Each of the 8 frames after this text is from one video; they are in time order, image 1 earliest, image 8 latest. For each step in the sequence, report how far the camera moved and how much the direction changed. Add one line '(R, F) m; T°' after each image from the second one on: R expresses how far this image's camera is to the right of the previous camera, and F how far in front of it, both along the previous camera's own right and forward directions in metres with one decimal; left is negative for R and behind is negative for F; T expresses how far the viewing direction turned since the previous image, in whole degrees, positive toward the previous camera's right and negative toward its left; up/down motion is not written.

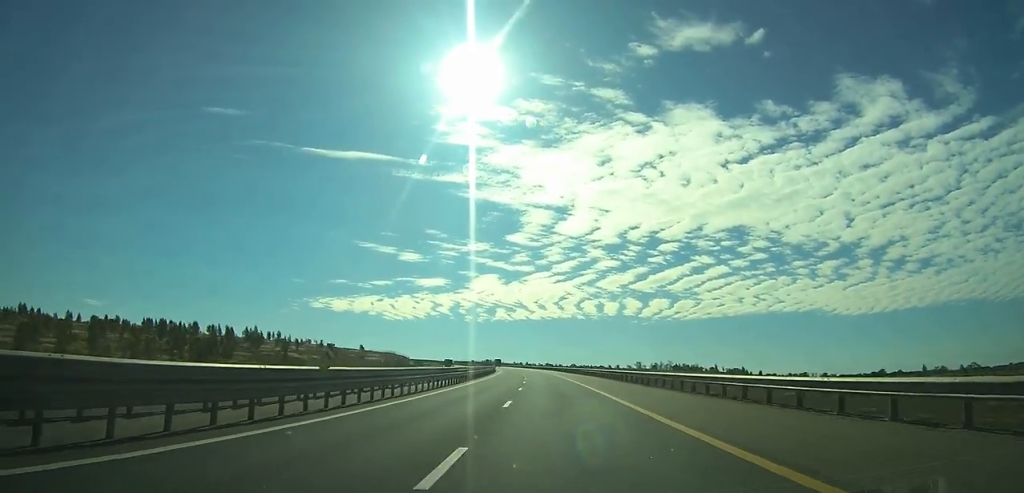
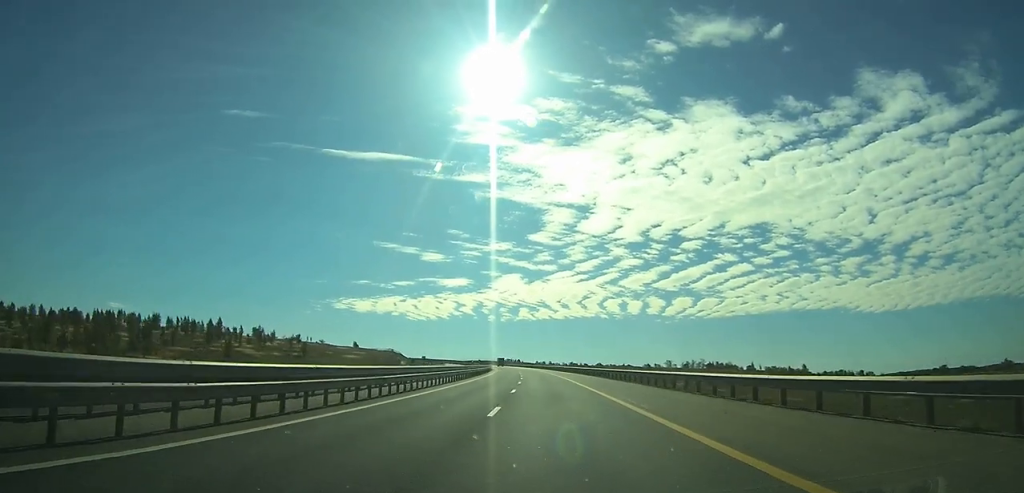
(-3.5, +61.6) m; -3°
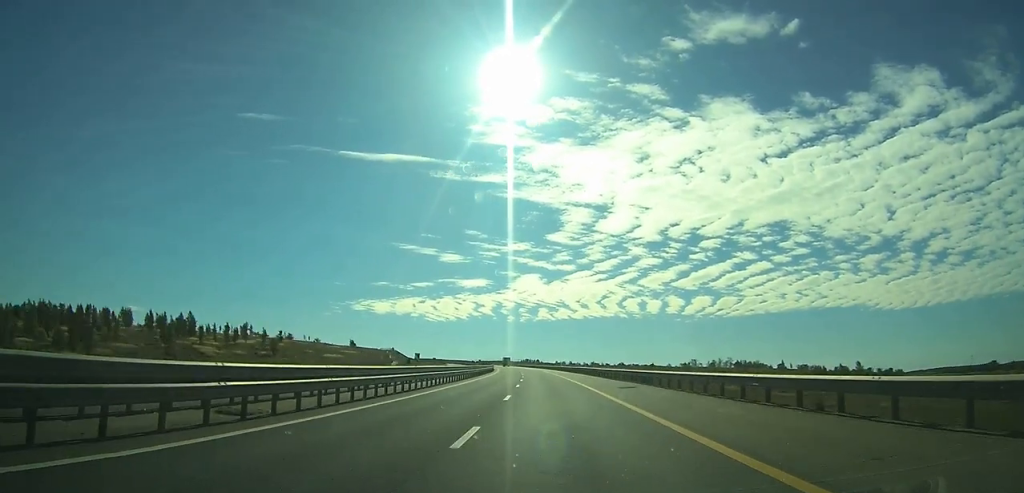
(-0.1, +40.0) m; 0°
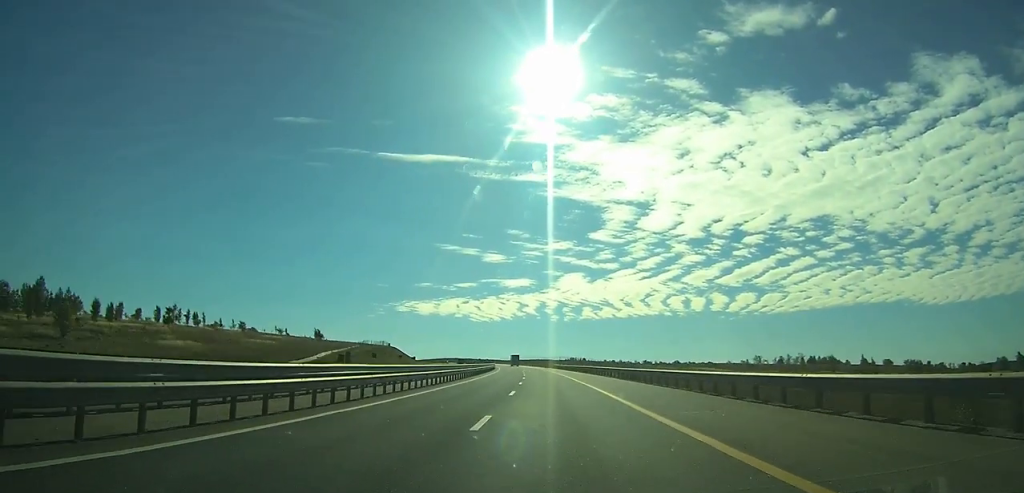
(0.0, +101.4) m; -2°
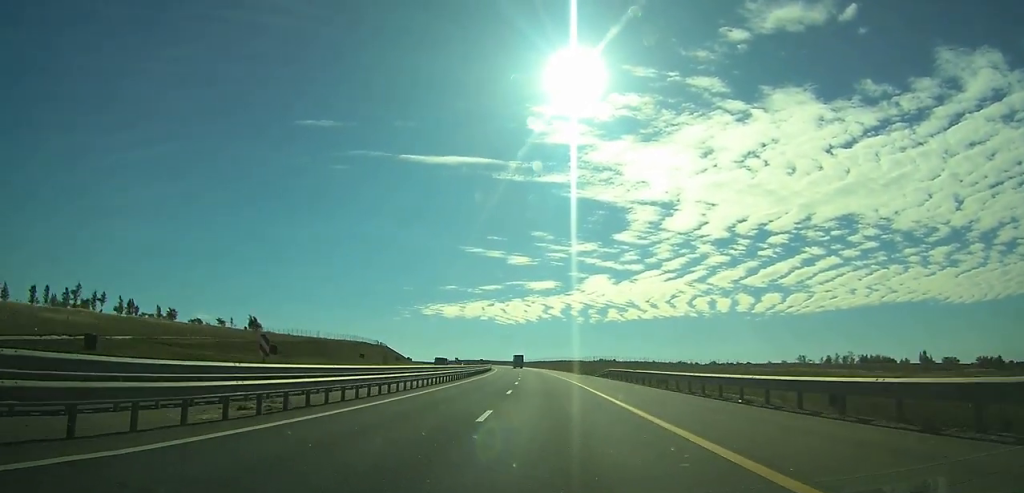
(-2.6, +67.5) m; -4°
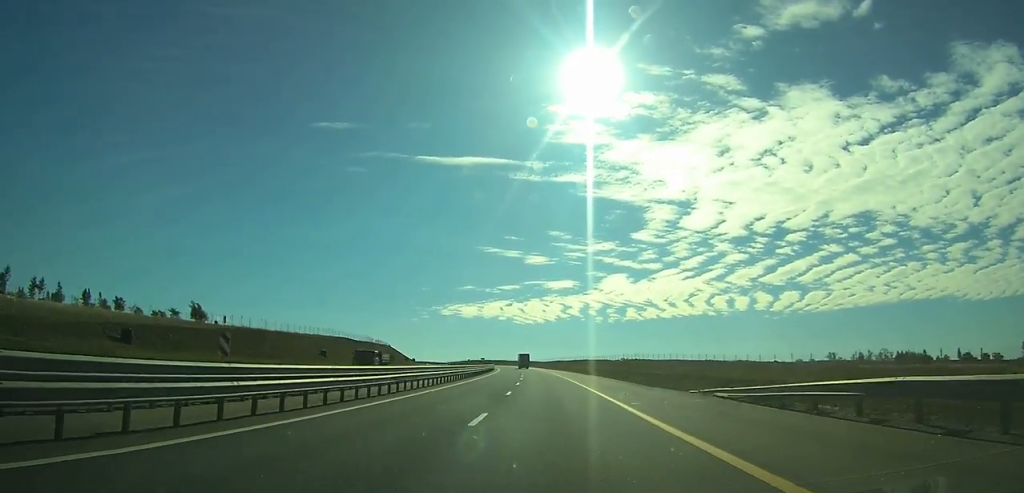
(-0.7, +38.5) m; -2°
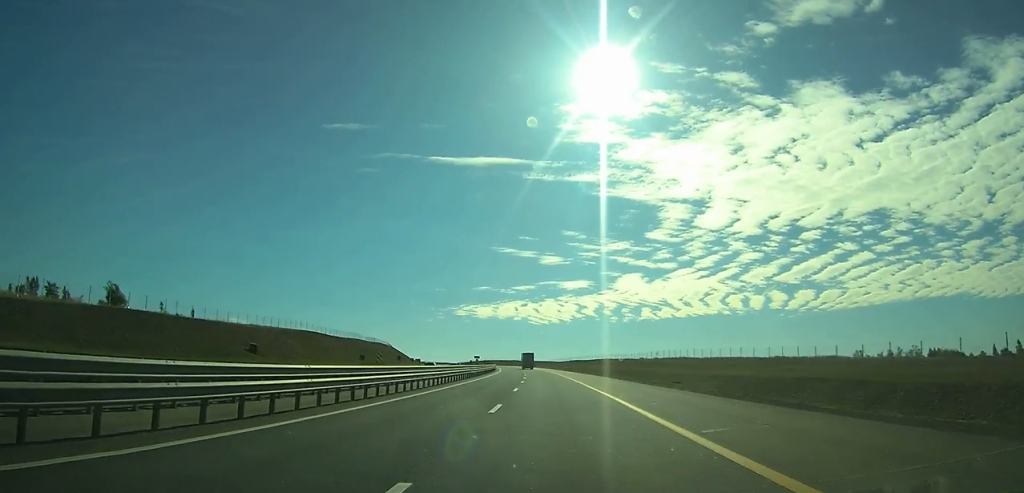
(-0.3, +34.4) m; -2°
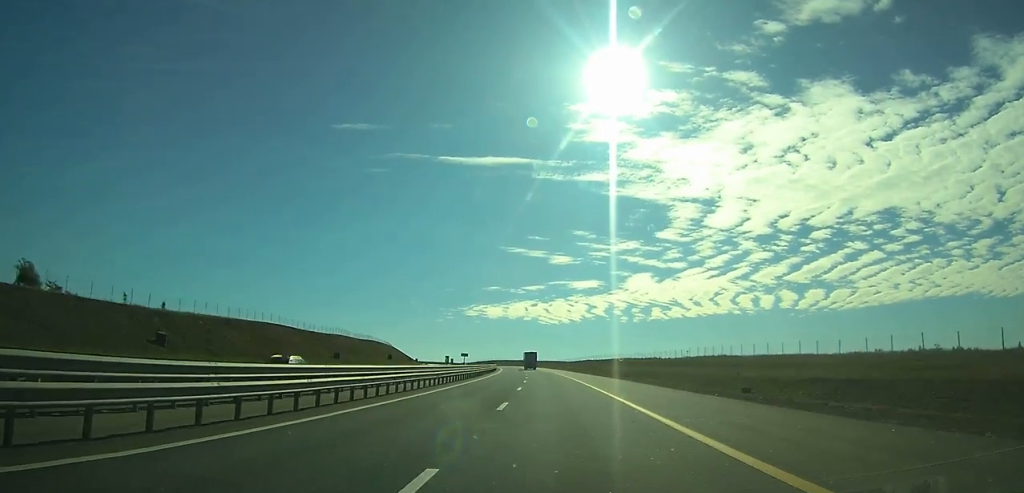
(-0.4, +24.2) m; -1°
